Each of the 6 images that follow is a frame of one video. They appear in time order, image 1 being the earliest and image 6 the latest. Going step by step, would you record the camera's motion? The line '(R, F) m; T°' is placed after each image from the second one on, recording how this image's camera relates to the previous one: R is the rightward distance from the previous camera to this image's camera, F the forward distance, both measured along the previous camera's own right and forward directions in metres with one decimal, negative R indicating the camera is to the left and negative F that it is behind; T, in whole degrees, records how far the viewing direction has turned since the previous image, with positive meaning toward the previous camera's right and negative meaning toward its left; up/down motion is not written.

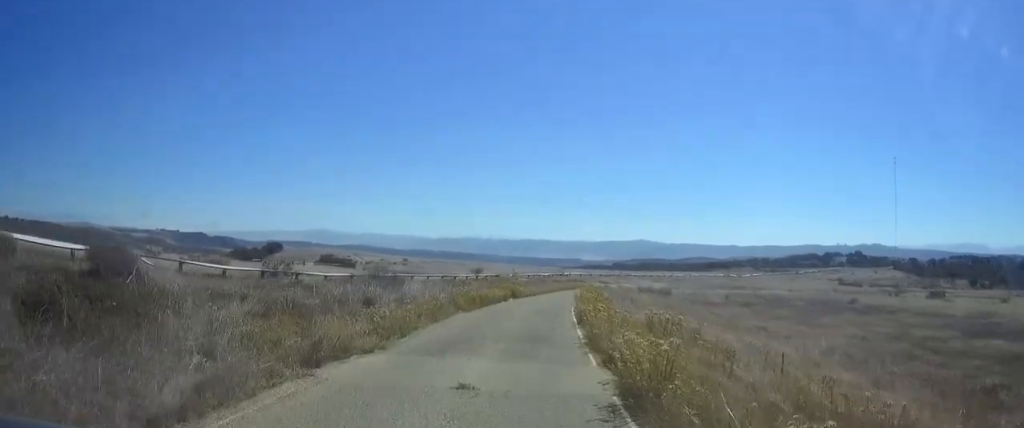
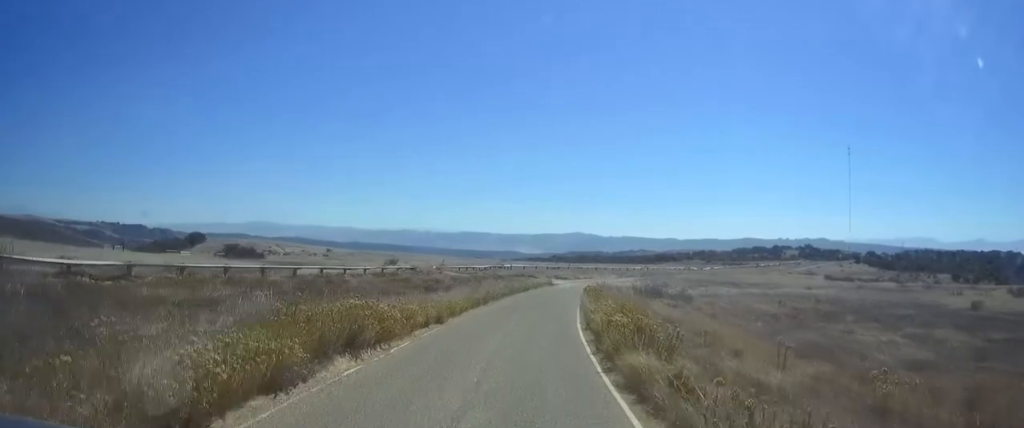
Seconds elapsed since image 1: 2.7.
(+0.7, +27.8) m; +6°
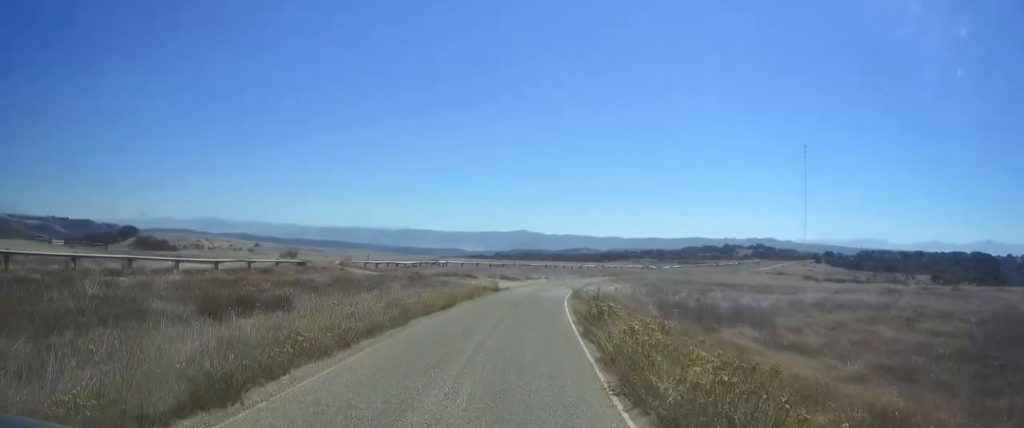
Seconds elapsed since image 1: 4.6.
(+1.0, +20.6) m; +5°
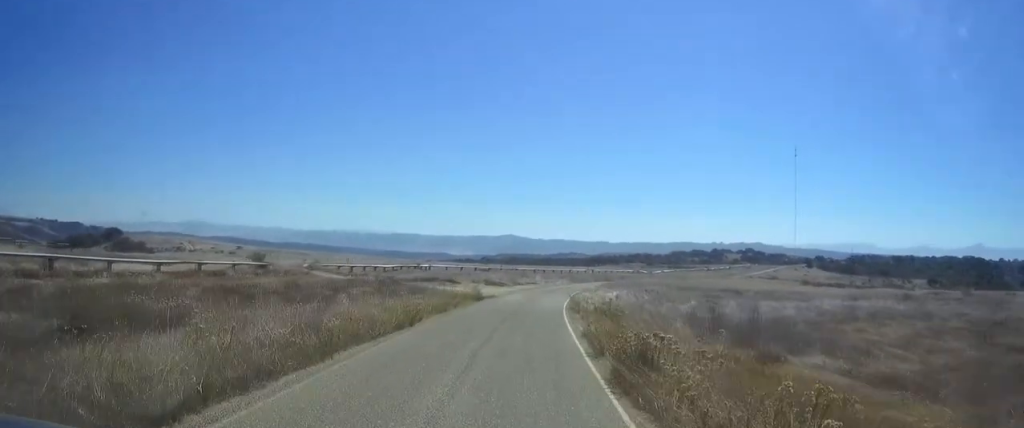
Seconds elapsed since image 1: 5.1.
(+0.1, +5.6) m; +2°
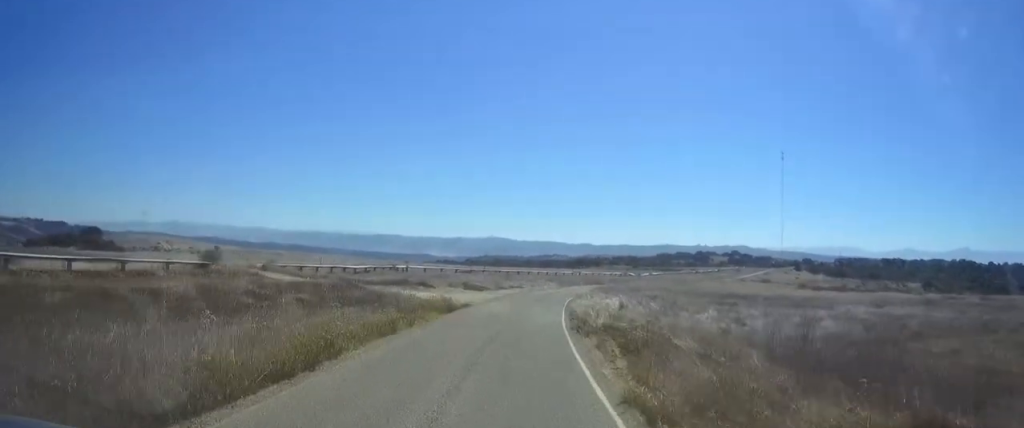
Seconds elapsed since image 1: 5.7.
(+0.1, +6.8) m; +1°
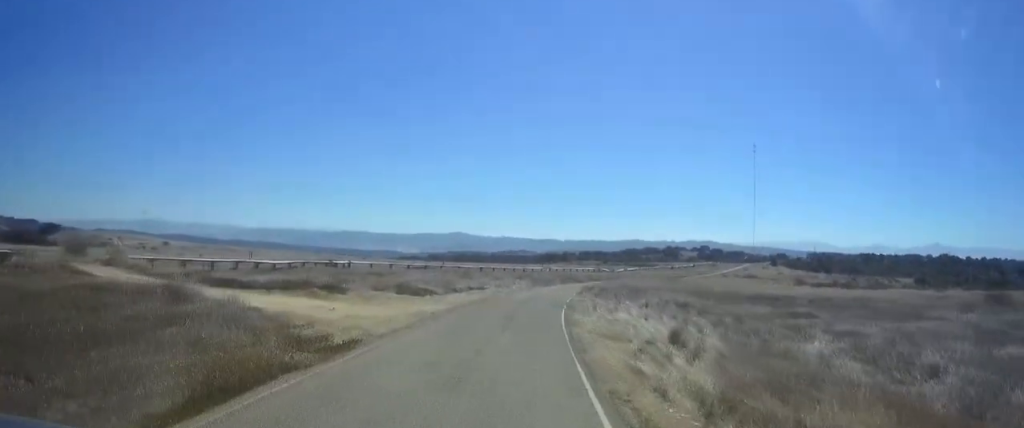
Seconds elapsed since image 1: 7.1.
(+0.5, +15.4) m; +3°
